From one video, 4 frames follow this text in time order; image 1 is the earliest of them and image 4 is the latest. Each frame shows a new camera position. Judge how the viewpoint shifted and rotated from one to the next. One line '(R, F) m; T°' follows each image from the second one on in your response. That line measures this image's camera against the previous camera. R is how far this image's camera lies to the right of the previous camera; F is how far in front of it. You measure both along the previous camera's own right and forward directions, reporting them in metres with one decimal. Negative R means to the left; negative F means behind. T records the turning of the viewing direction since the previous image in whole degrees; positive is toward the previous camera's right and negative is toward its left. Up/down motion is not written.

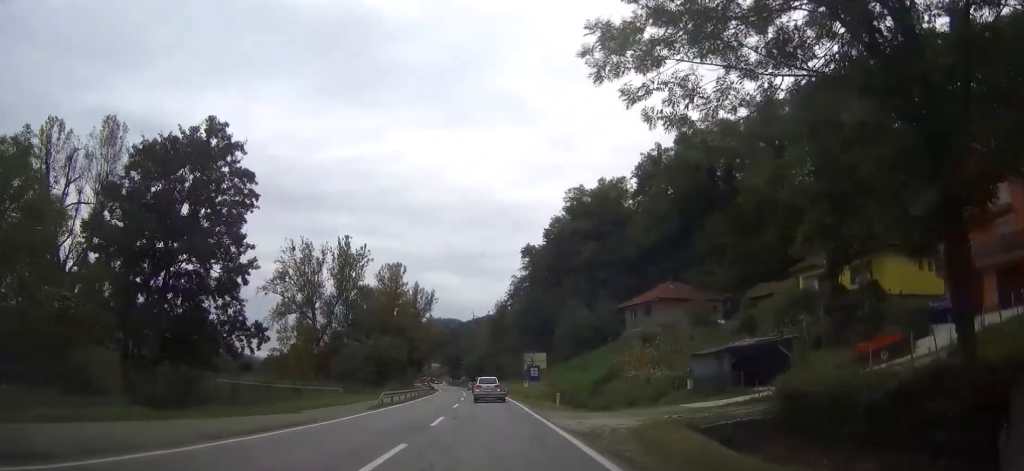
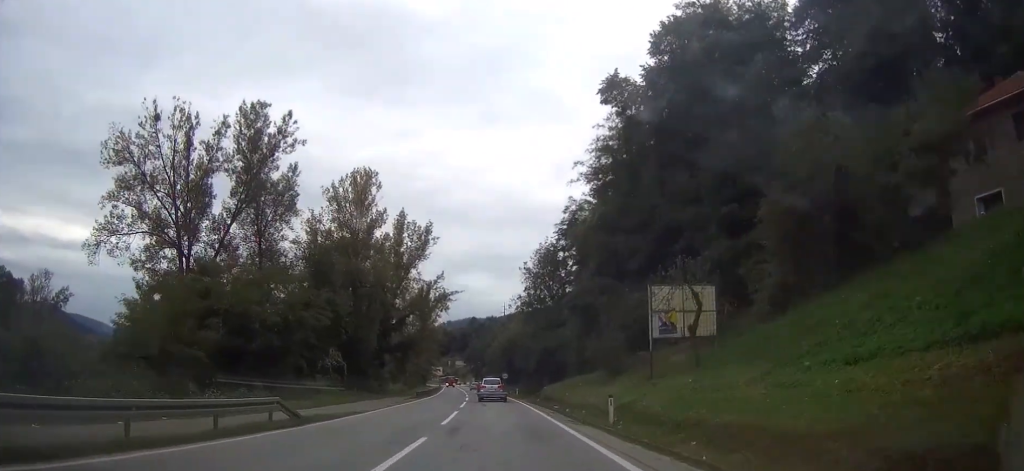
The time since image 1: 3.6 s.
(-1.6, +61.5) m; -2°
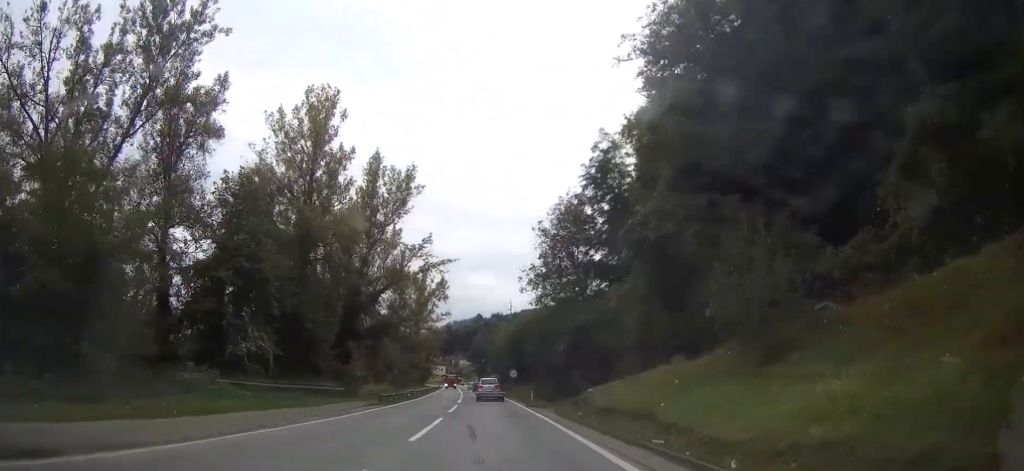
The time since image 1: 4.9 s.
(-0.1, +22.1) m; 0°
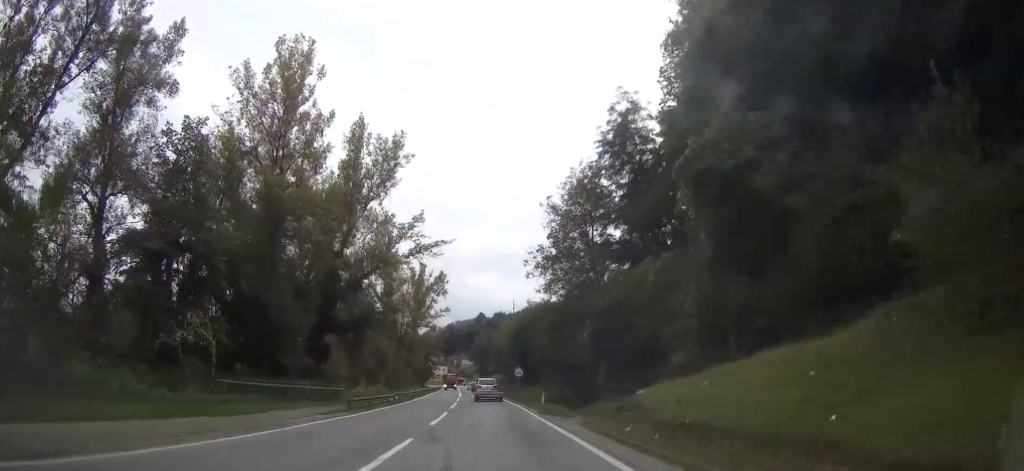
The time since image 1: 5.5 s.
(0.0, +9.1) m; 0°
